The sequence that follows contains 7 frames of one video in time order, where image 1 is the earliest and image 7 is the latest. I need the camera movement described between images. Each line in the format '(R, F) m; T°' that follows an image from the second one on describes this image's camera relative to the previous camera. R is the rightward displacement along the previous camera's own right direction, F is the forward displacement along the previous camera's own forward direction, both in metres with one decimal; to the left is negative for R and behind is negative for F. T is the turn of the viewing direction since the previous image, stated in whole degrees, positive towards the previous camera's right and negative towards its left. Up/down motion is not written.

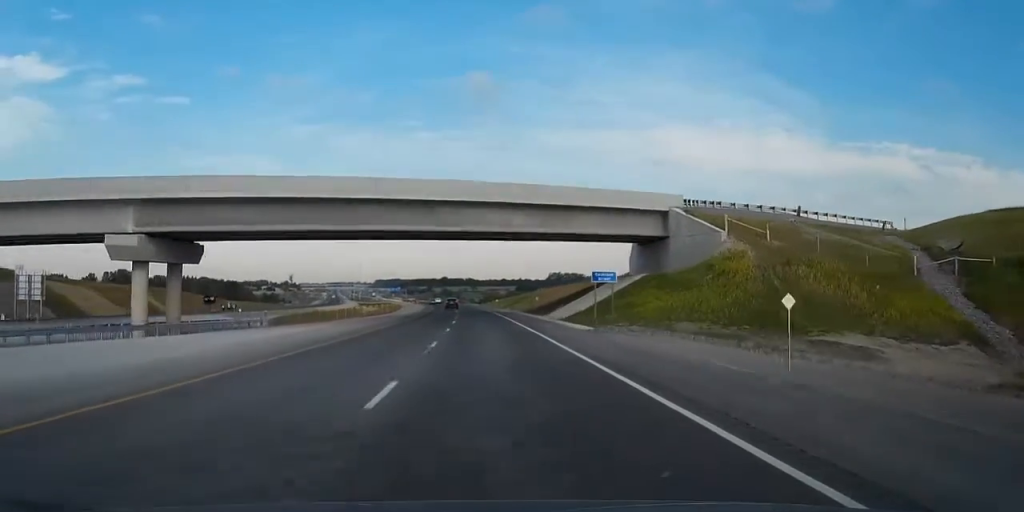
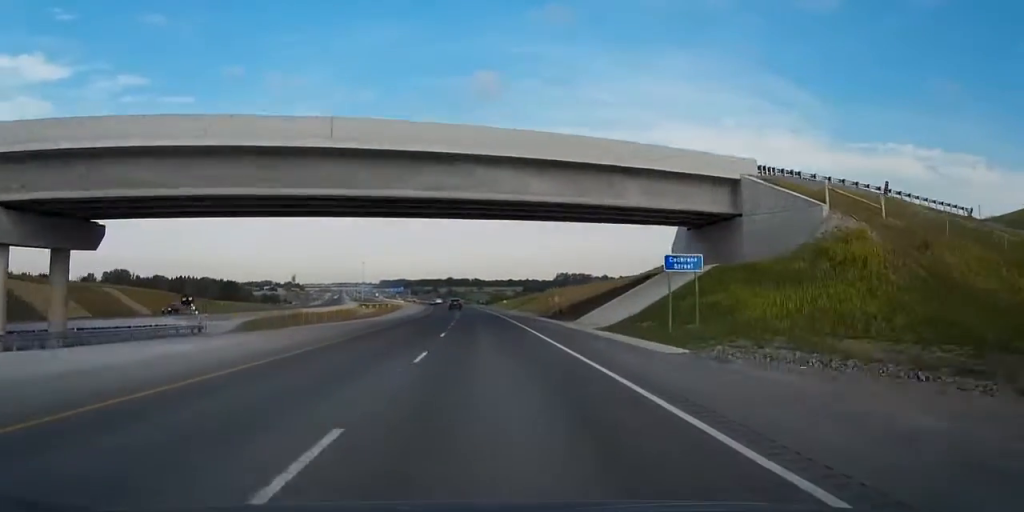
(-0.1, +16.7) m; 0°
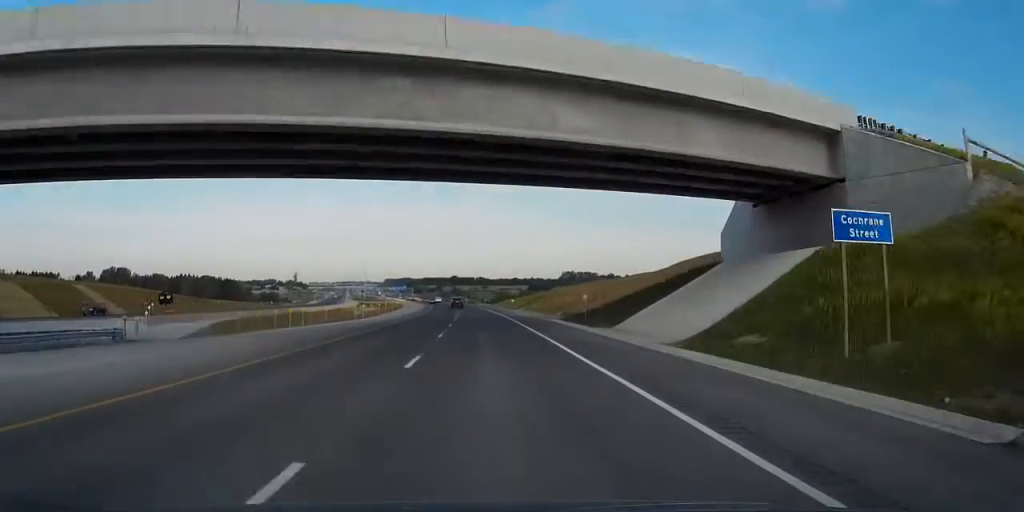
(-0.1, +13.6) m; 0°
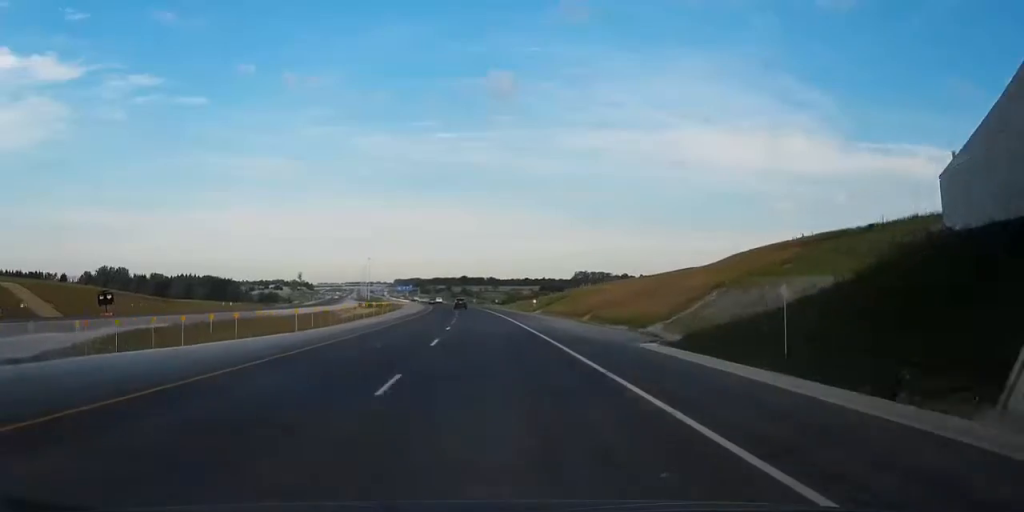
(-0.1, +28.2) m; -1°
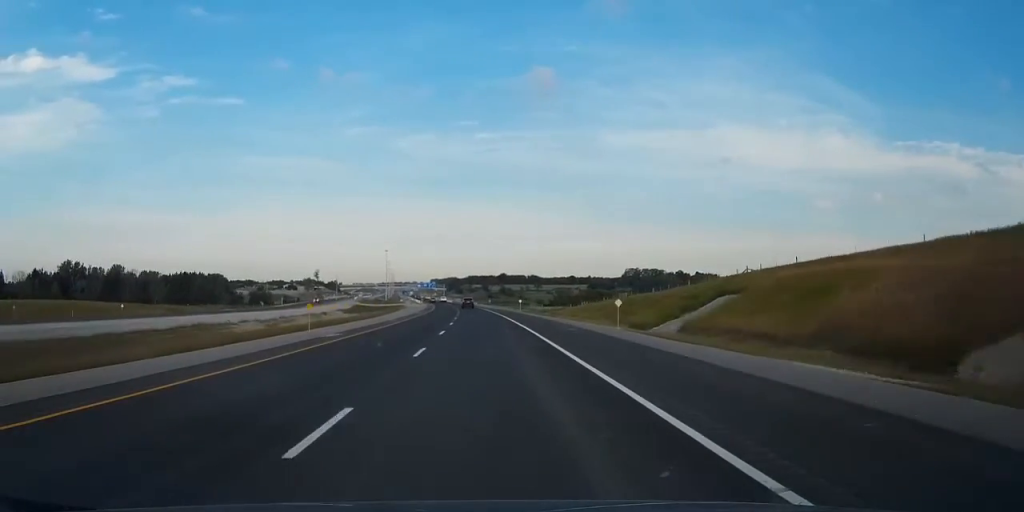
(-3.7, +99.4) m; -4°
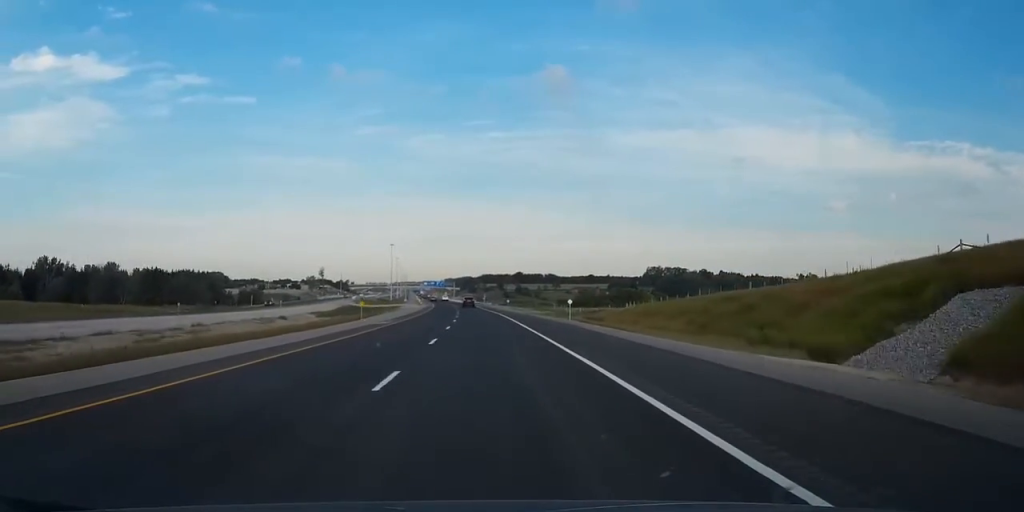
(-0.4, +43.2) m; -1°
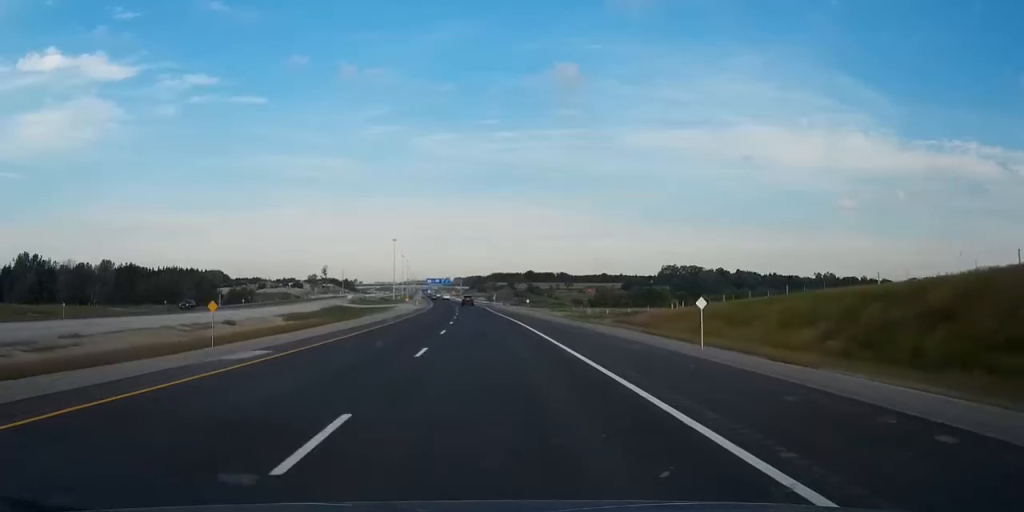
(-0.1, +29.6) m; -1°
